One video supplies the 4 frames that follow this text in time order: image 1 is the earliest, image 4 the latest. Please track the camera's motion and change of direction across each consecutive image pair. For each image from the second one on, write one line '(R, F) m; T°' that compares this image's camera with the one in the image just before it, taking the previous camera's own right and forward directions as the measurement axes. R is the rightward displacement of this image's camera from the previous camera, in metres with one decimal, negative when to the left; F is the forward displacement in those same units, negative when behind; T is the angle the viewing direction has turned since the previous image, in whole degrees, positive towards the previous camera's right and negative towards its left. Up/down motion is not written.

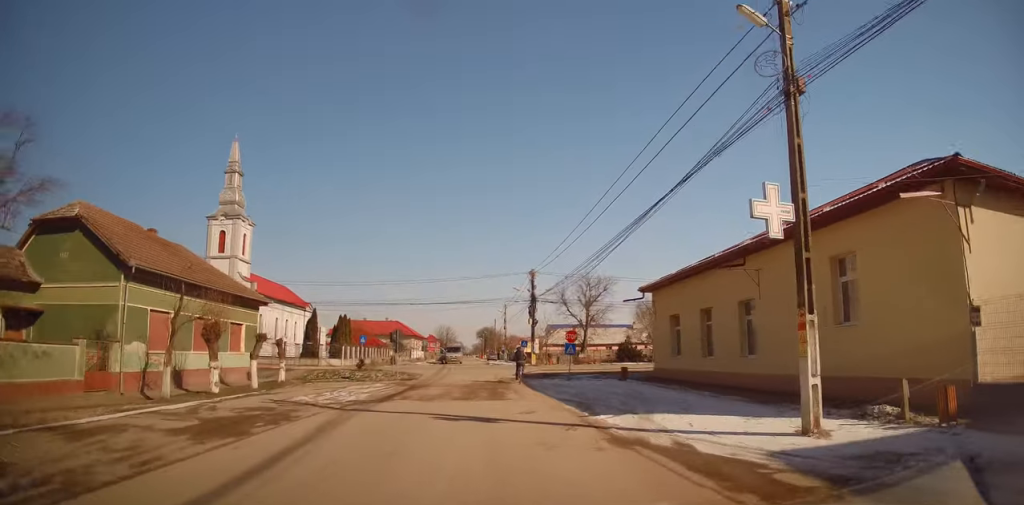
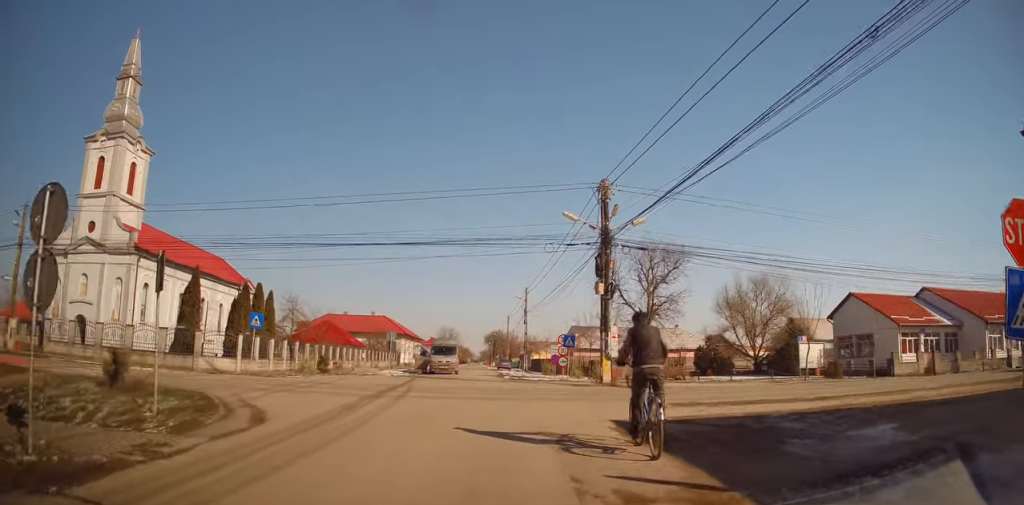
(-0.3, +26.9) m; +1°
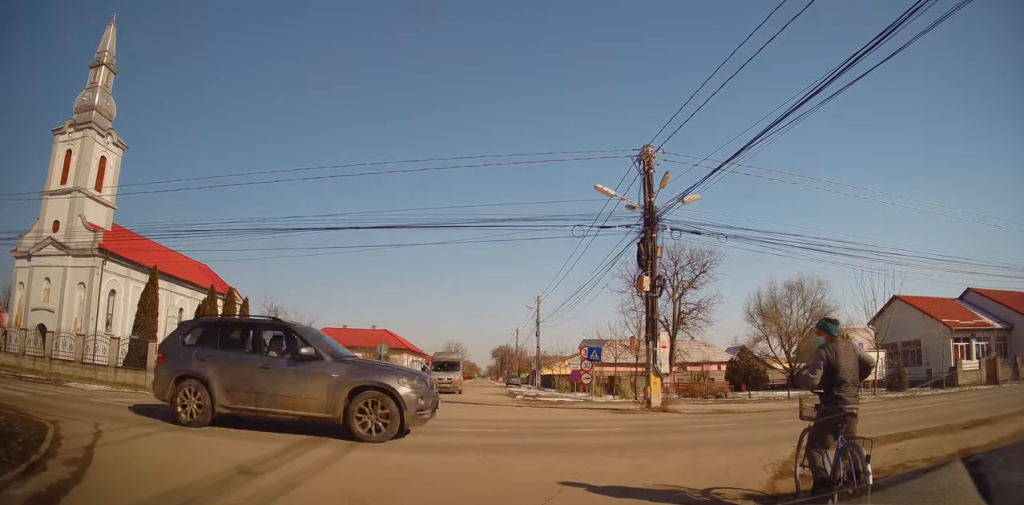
(-0.1, +6.4) m; -3°
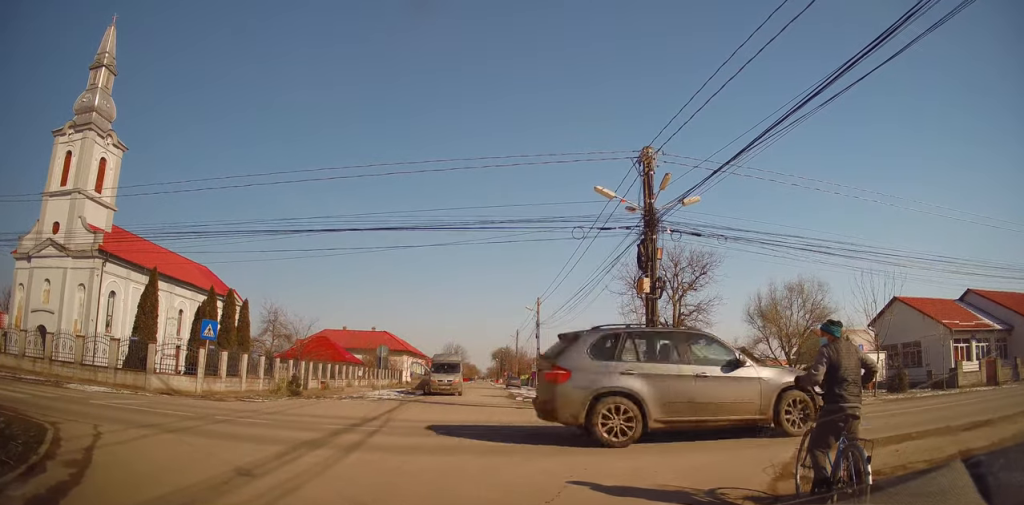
(0.0, +0.7) m; 0°
